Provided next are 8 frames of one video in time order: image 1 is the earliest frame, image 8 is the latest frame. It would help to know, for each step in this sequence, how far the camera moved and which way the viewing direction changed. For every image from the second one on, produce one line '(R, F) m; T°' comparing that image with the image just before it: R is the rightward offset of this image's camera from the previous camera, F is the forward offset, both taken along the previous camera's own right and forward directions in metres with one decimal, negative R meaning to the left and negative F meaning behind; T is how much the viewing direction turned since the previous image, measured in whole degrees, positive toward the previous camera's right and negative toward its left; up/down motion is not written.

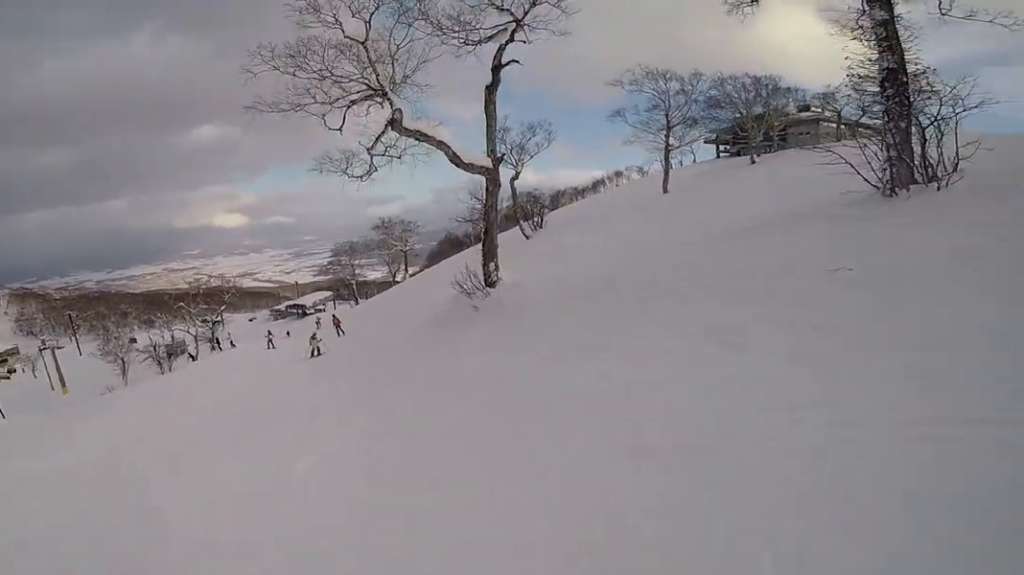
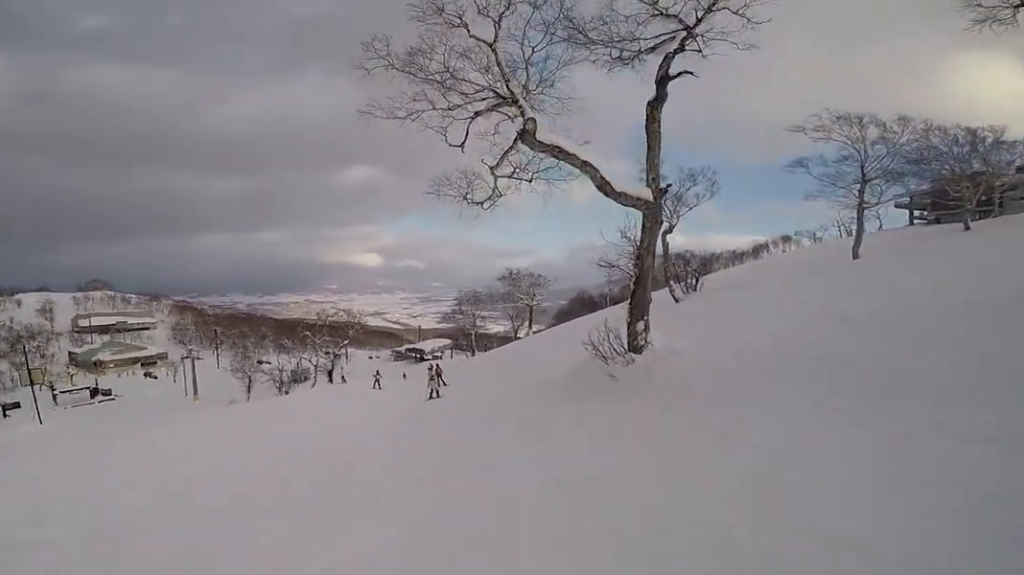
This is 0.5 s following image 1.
(-0.3, +2.5) m; 0°
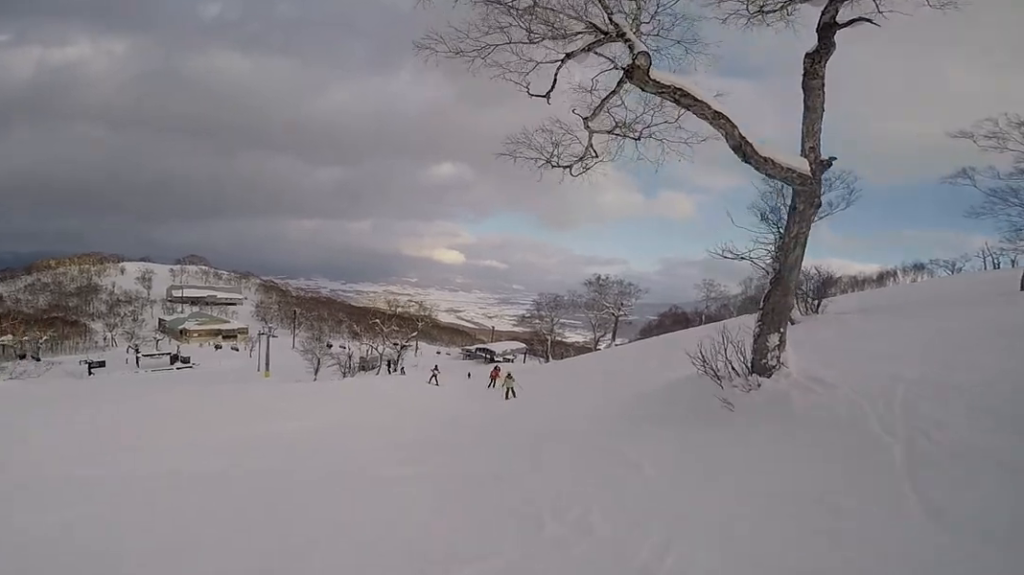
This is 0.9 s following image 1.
(+0.4, +2.4) m; 0°
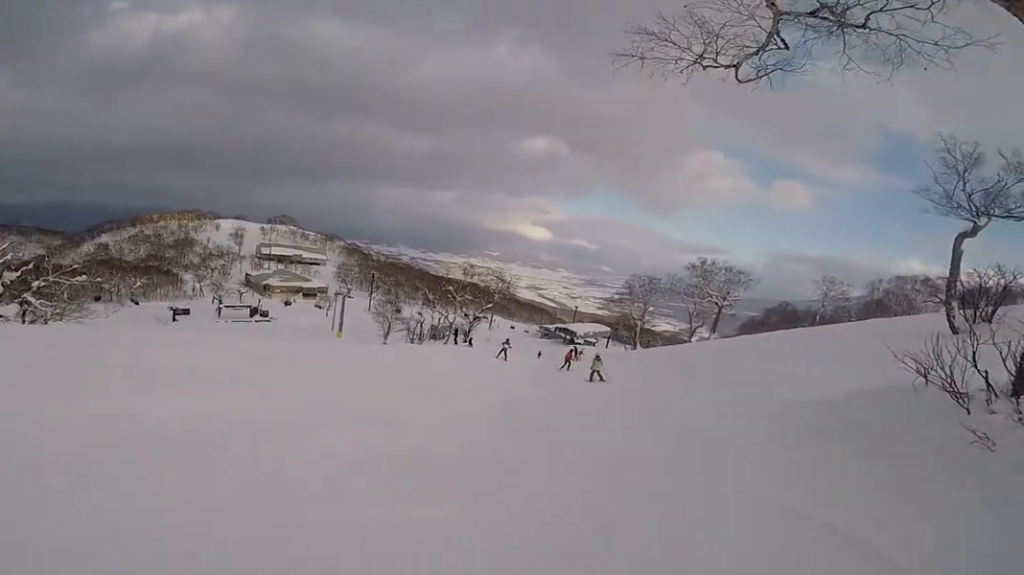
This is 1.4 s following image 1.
(+0.4, +3.1) m; +1°
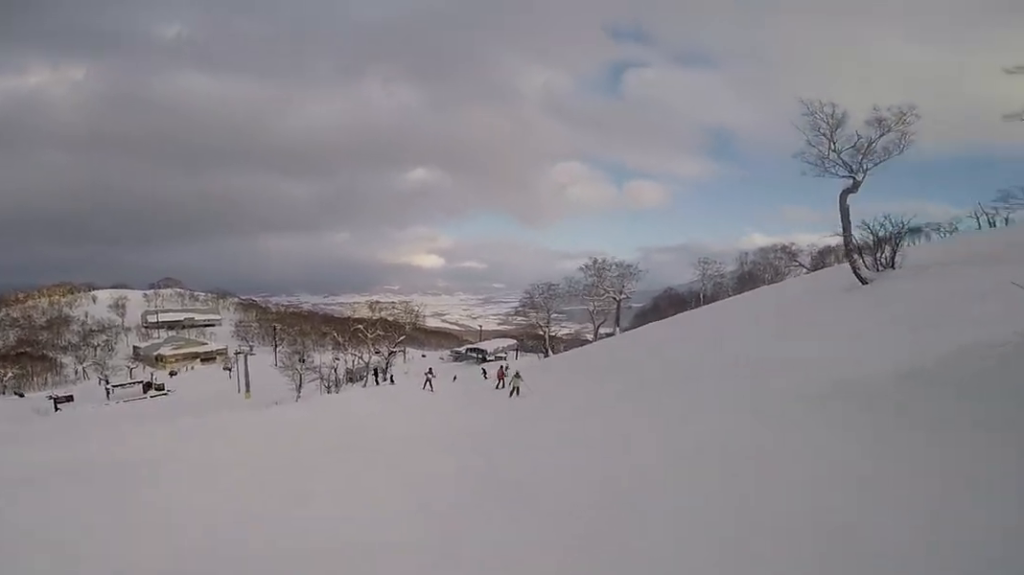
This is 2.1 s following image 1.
(-0.5, +3.3) m; +10°
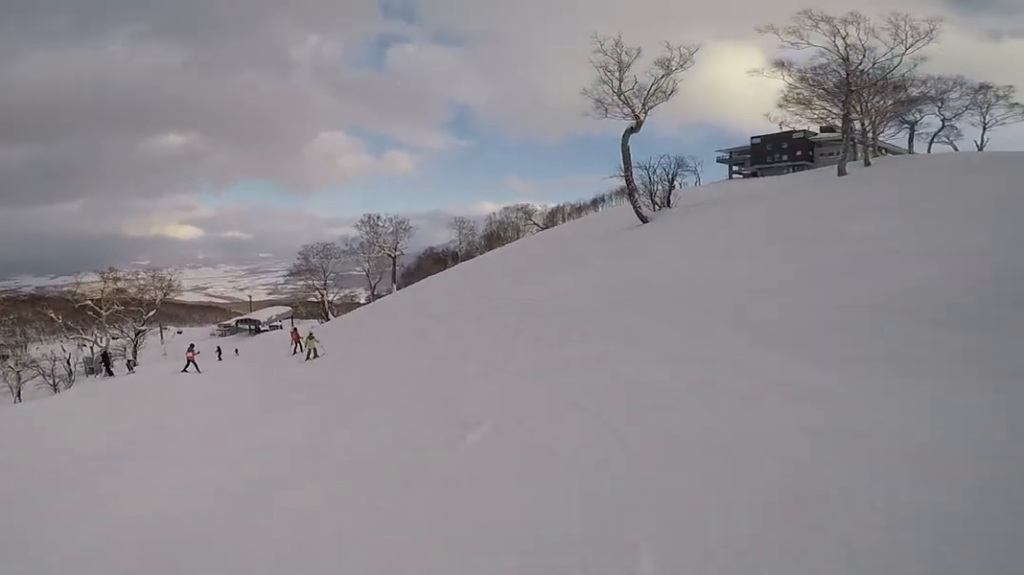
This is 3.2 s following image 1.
(+1.6, +5.9) m; +3°
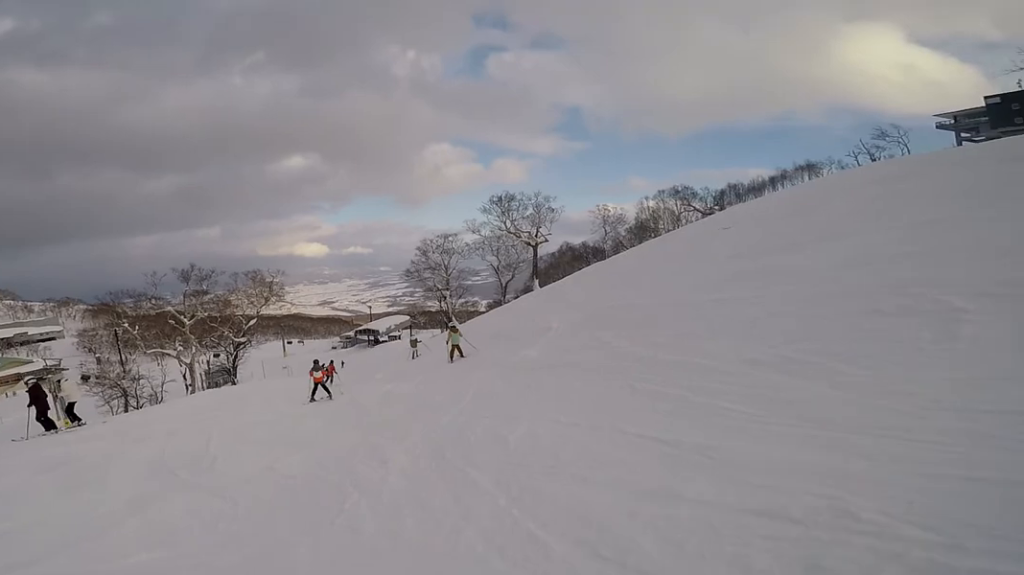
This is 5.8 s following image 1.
(-2.1, +13.0) m; +1°
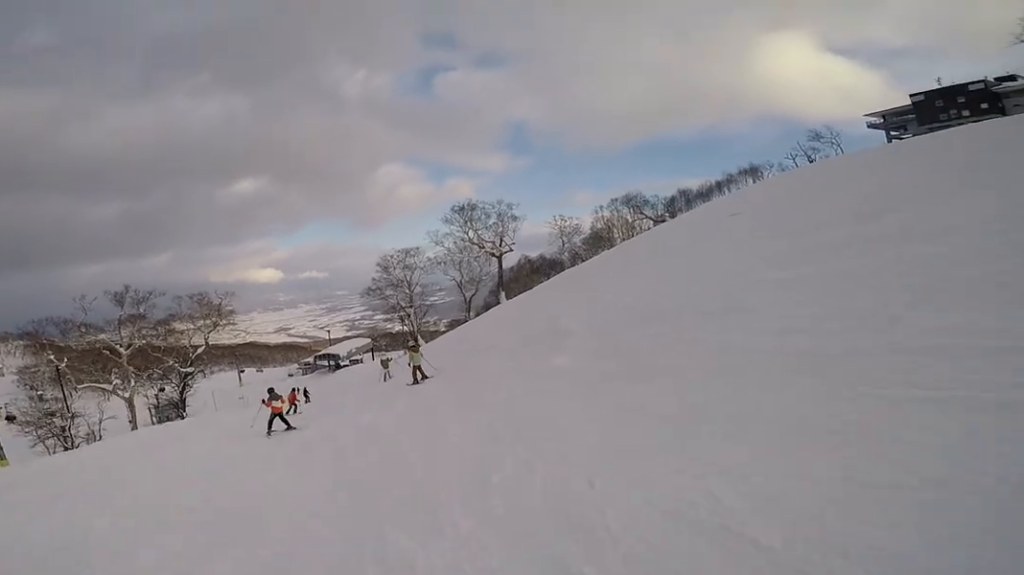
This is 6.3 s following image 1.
(0.0, +2.6) m; 0°
